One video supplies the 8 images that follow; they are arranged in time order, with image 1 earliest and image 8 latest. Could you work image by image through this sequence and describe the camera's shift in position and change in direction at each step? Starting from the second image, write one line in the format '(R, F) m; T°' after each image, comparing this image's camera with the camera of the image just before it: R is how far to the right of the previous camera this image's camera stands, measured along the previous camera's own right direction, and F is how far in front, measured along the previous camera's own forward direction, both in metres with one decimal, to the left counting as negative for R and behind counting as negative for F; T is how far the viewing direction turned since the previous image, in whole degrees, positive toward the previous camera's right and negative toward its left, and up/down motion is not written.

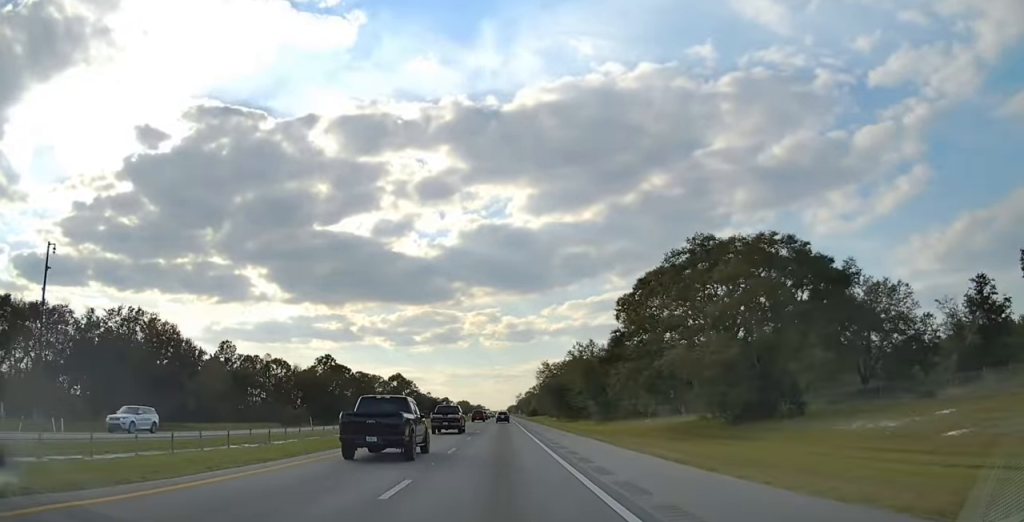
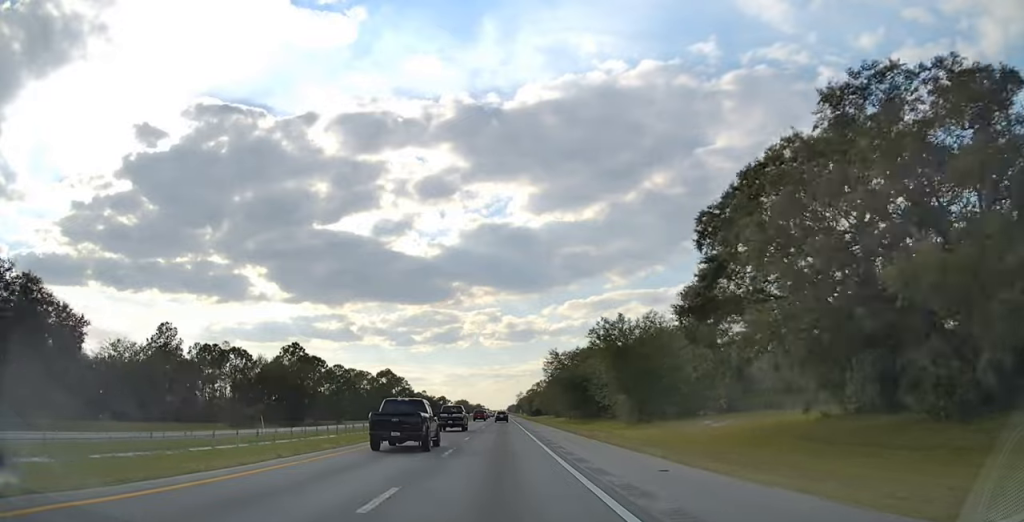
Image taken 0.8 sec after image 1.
(0.0, +26.1) m; 0°
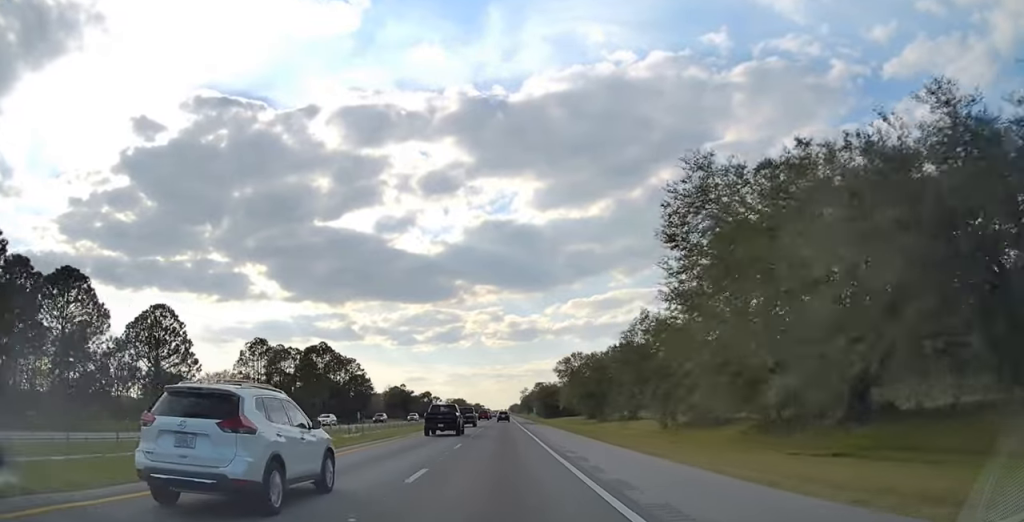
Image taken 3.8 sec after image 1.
(0.0, +94.0) m; 0°
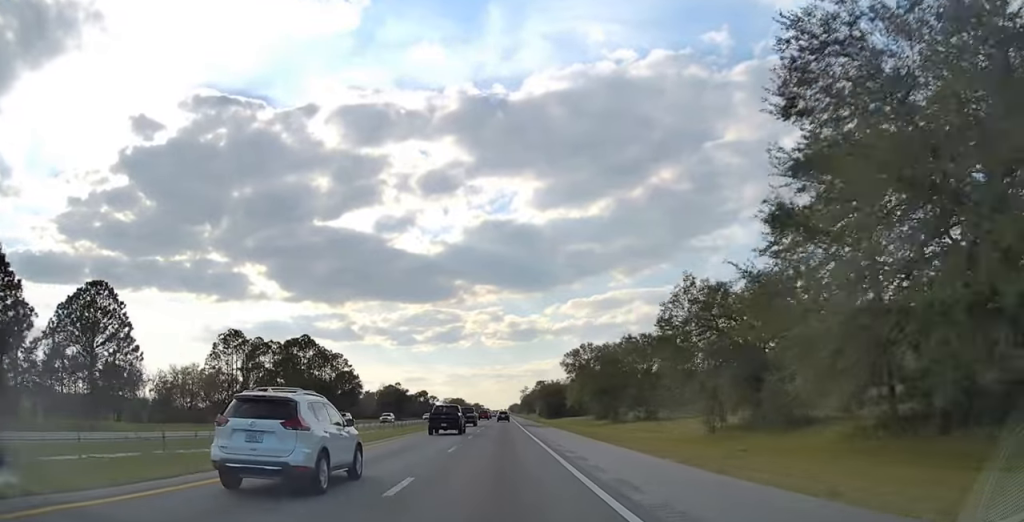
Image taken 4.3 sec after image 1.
(+0.1, +14.6) m; 0°
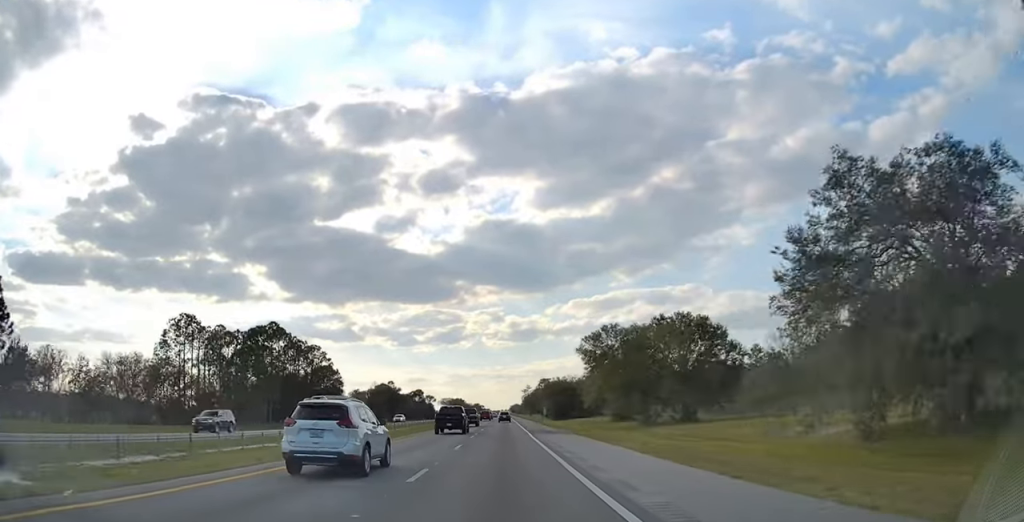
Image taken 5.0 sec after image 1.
(0.0, +22.0) m; 0°
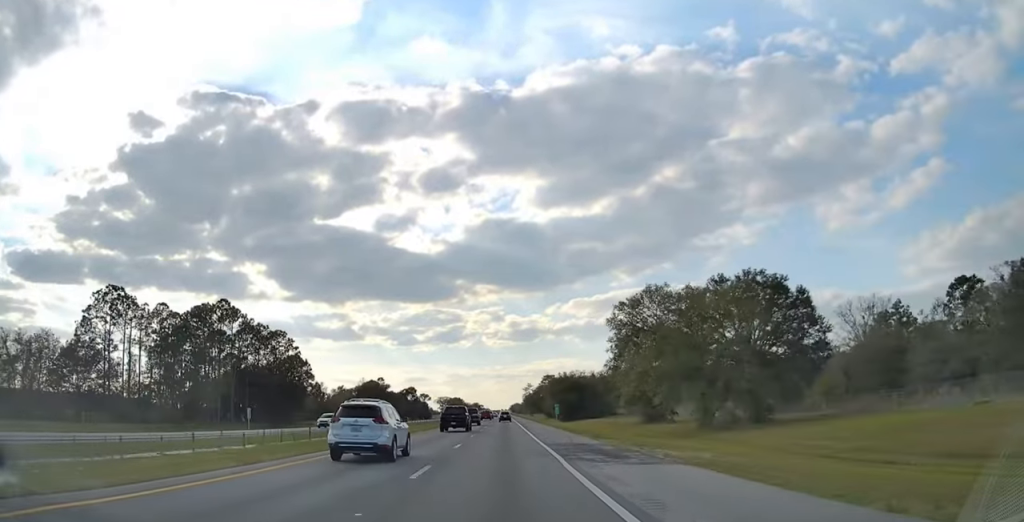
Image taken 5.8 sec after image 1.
(-0.1, +24.0) m; 0°
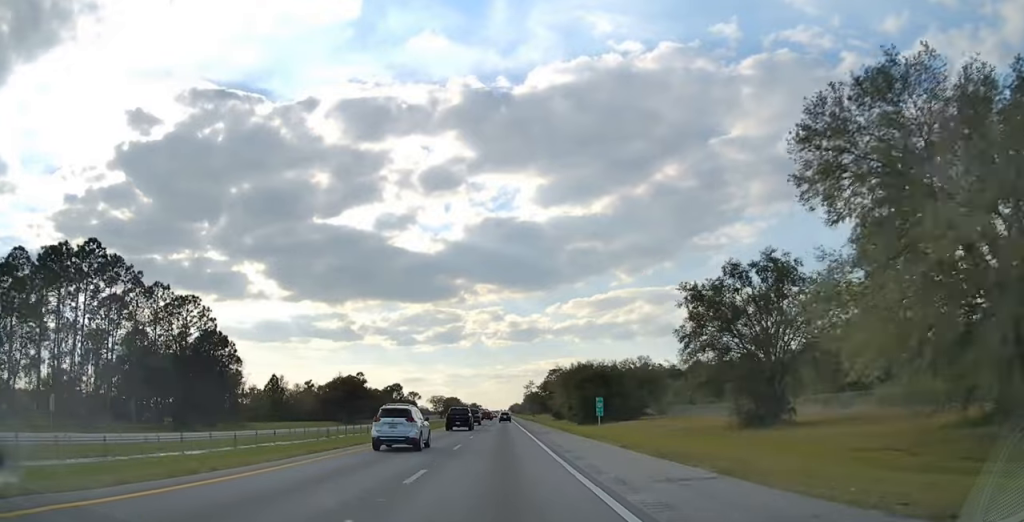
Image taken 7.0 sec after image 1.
(0.0, +37.7) m; 0°
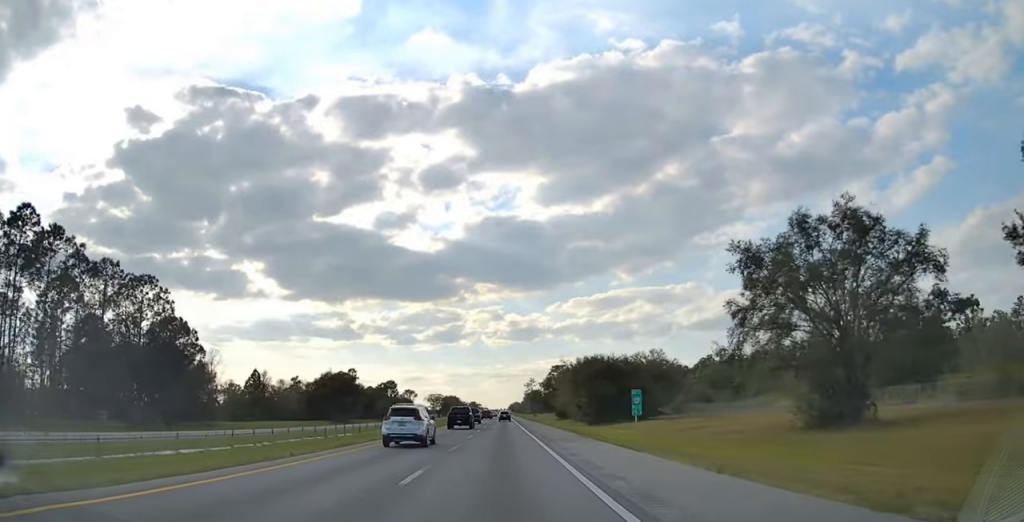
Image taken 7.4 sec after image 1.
(0.0, +12.5) m; 0°
